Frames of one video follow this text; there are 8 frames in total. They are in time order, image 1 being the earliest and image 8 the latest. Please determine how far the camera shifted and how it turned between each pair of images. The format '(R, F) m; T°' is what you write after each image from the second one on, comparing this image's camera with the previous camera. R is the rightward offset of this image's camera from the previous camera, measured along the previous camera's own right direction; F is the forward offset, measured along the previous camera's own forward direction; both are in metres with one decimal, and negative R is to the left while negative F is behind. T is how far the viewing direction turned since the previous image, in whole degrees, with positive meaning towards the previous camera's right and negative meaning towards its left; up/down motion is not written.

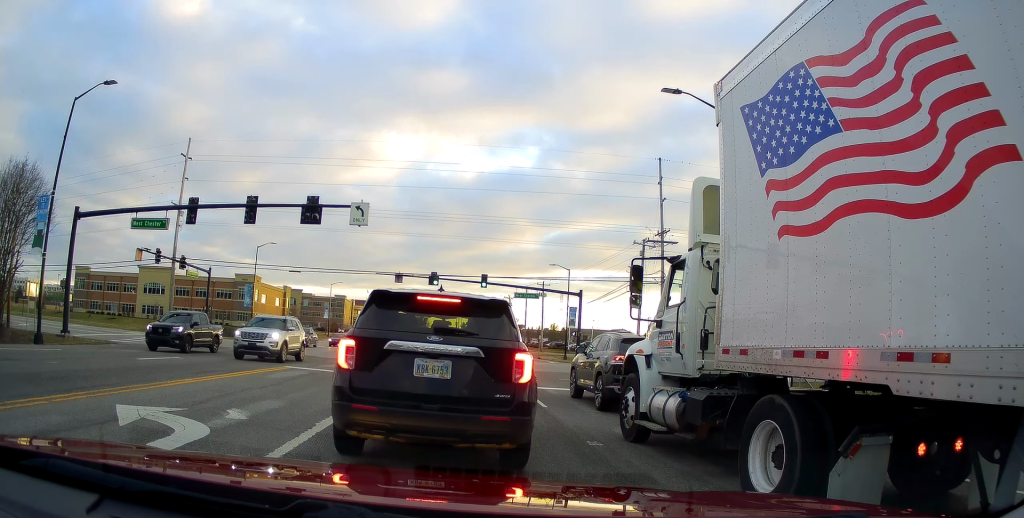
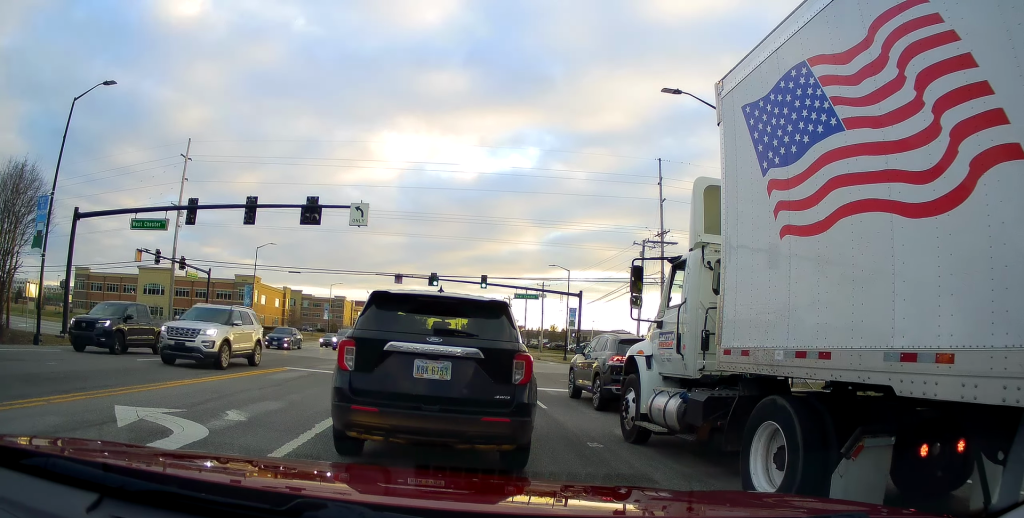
(0.0, 0.0) m; 0°
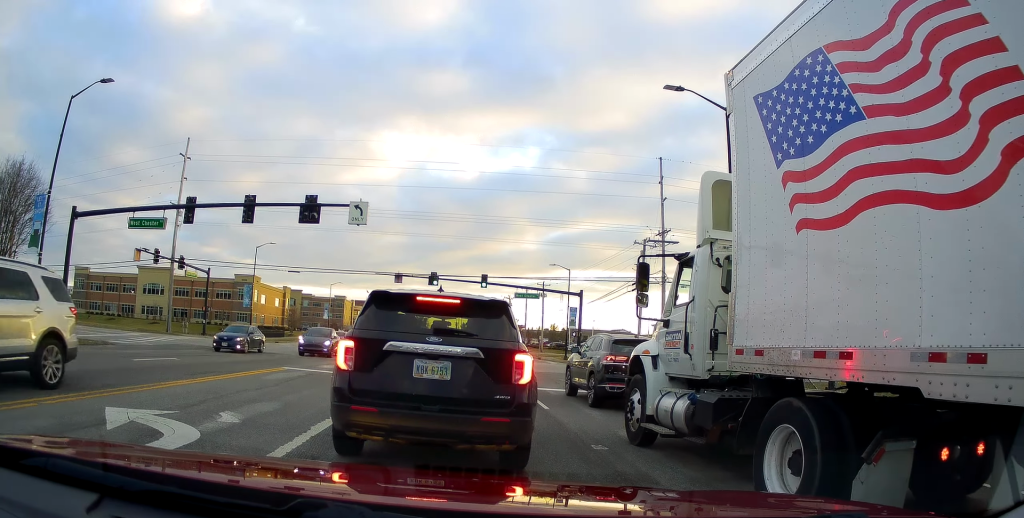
(0.0, 0.0) m; 0°
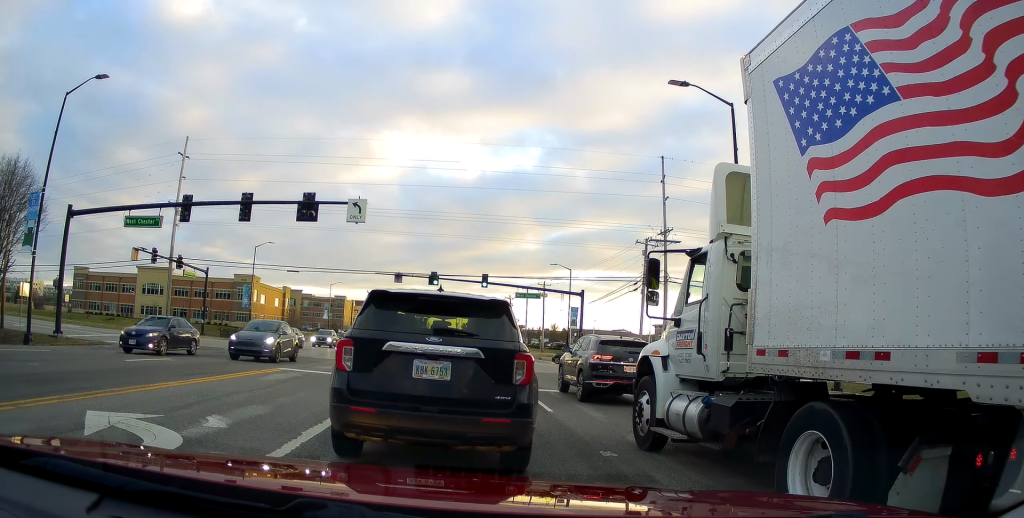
(0.0, 0.0) m; 0°
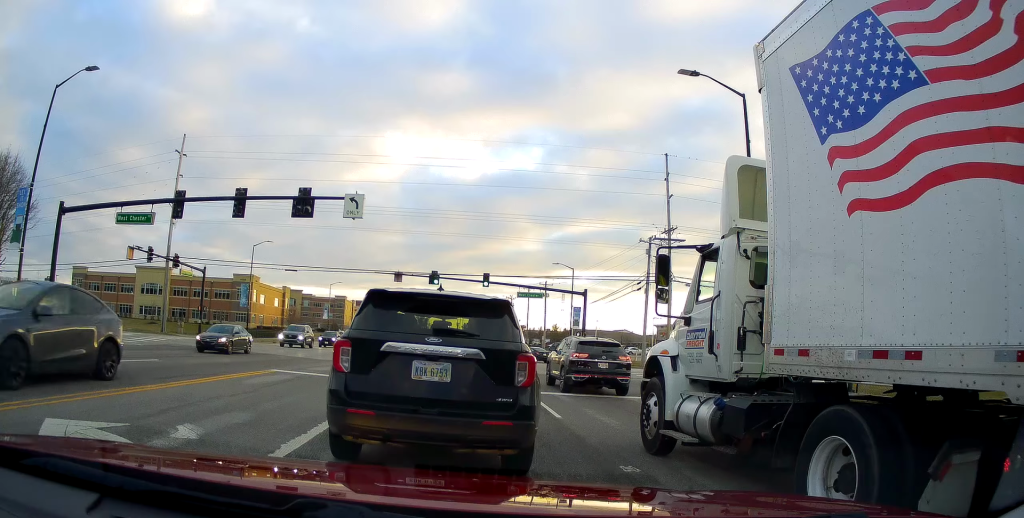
(0.0, -0.1) m; 0°
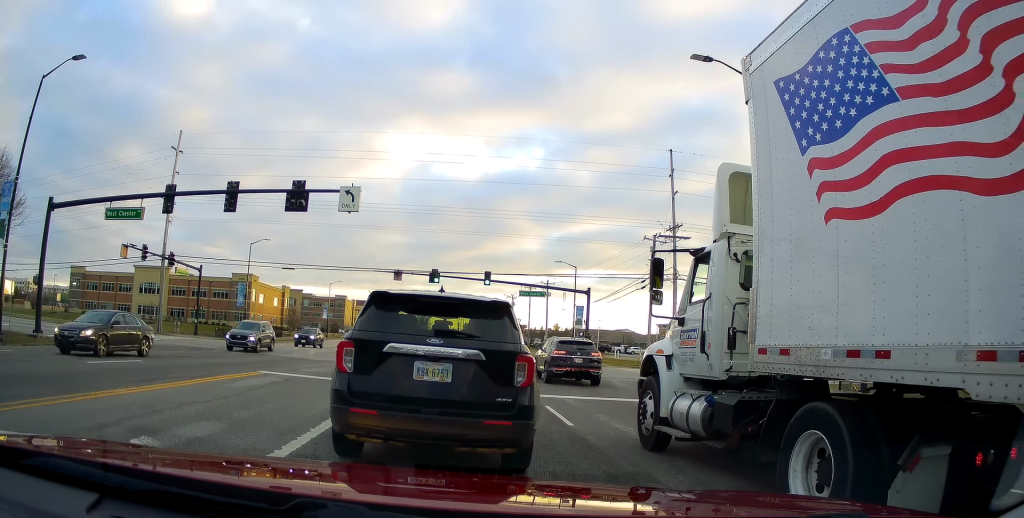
(-0.1, +0.2) m; -3°
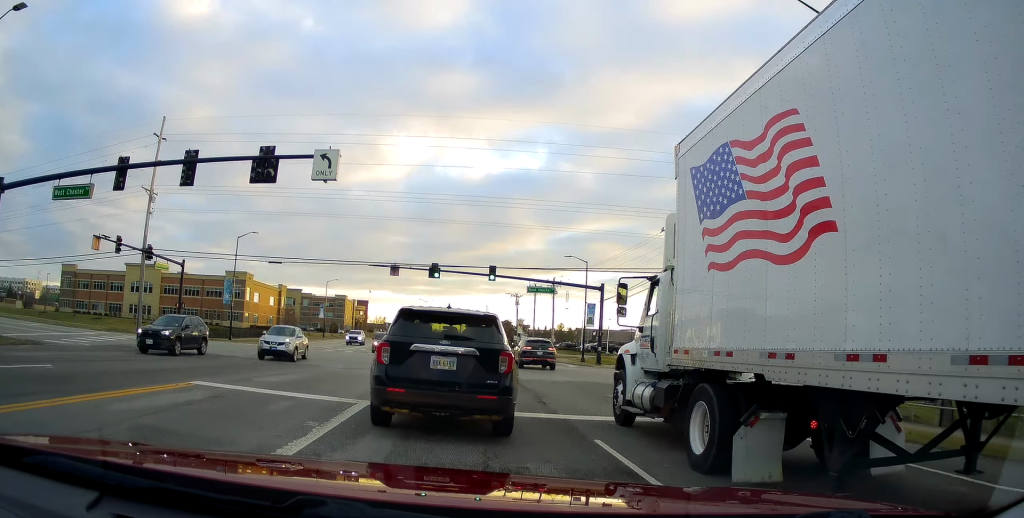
(-0.5, +3.1) m; +5°
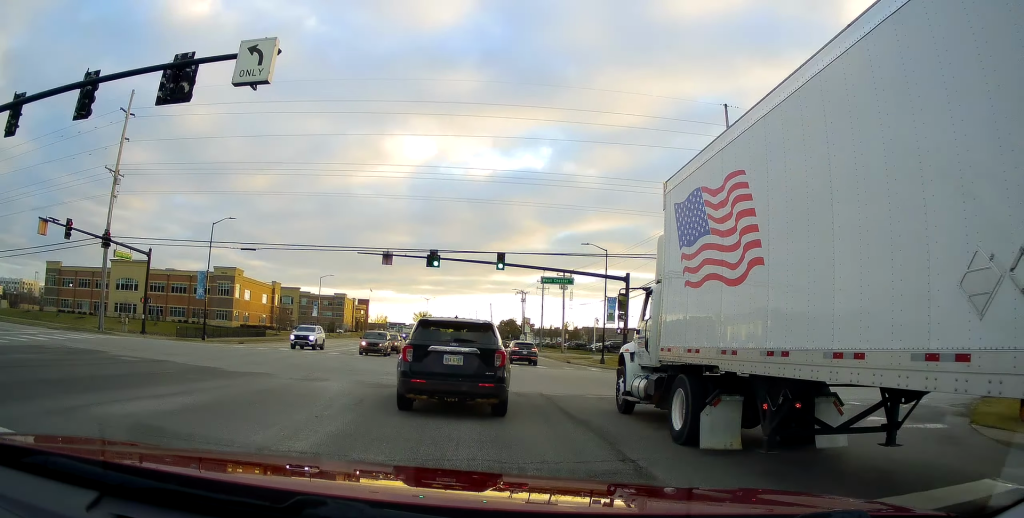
(+0.5, +5.9) m; -1°
